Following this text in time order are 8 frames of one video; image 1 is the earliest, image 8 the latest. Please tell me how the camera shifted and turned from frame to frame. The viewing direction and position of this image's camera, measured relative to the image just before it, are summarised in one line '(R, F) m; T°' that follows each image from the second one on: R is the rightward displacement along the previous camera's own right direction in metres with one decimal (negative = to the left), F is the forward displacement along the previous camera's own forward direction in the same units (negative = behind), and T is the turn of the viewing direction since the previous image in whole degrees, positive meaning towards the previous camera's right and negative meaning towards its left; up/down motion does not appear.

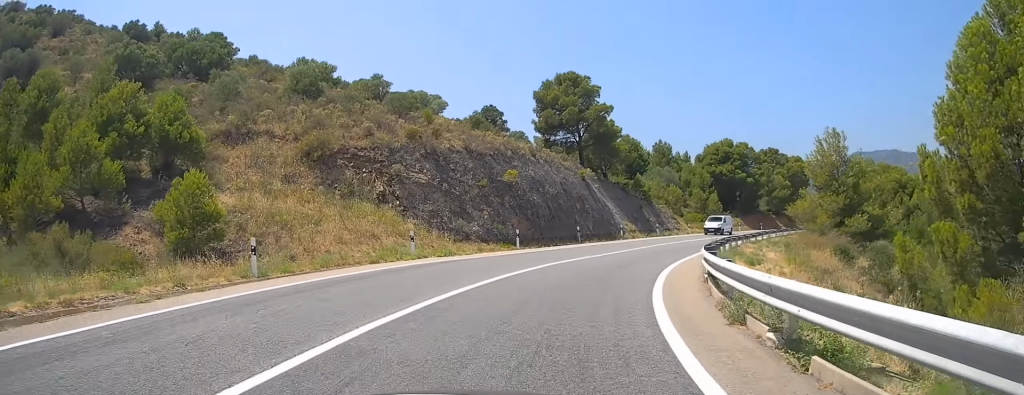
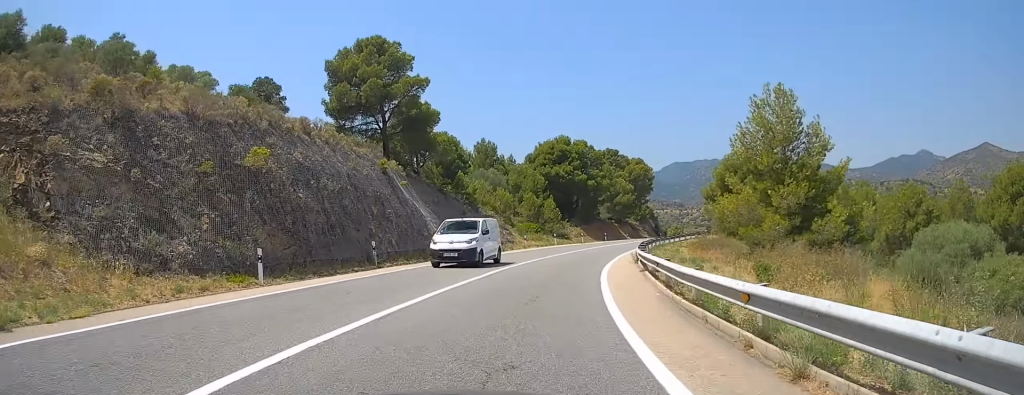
(+2.5, +15.6) m; +14°
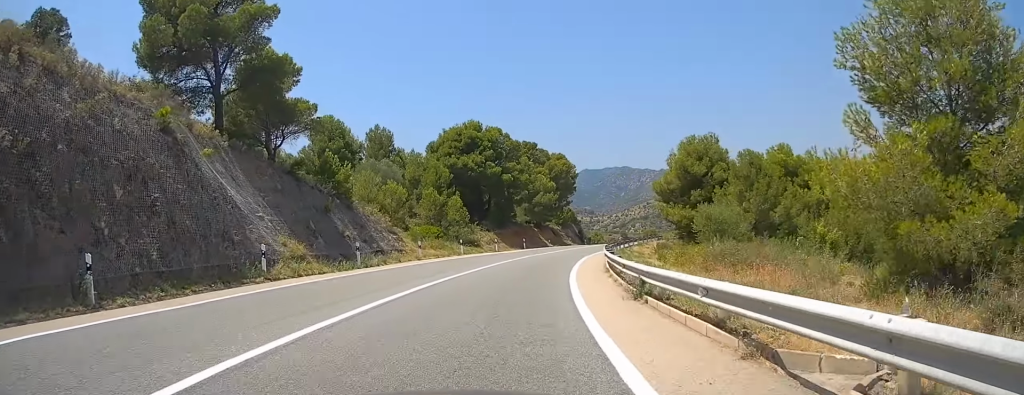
(+0.9, +15.6) m; +8°
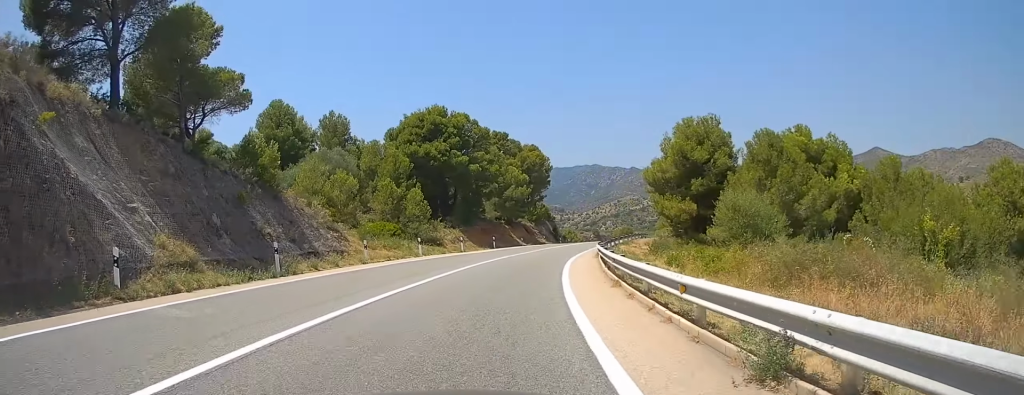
(+0.4, +7.5) m; +3°
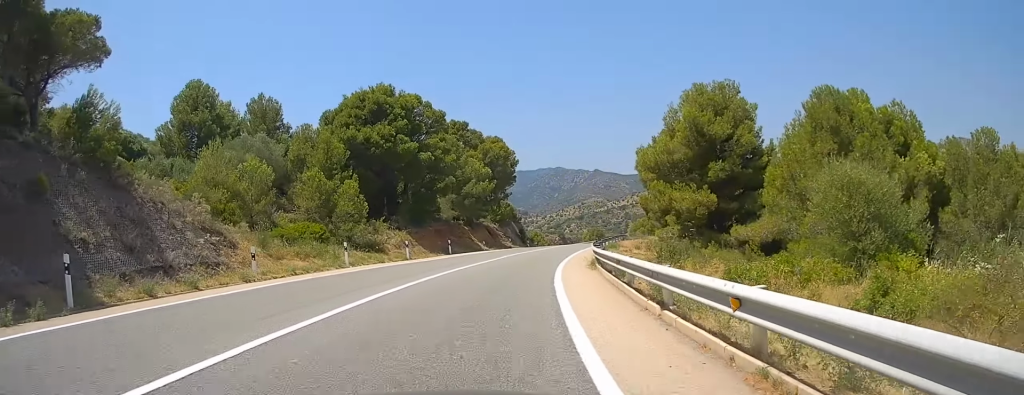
(+0.5, +10.5) m; +4°
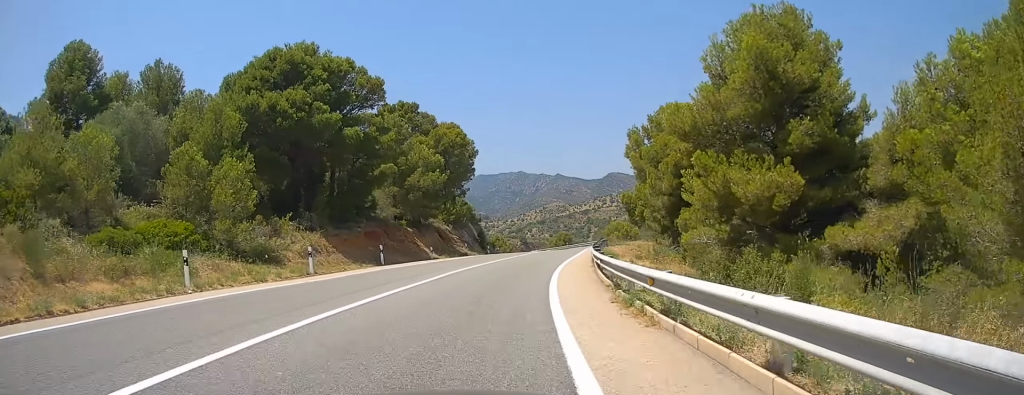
(0.0, +12.7) m; +3°
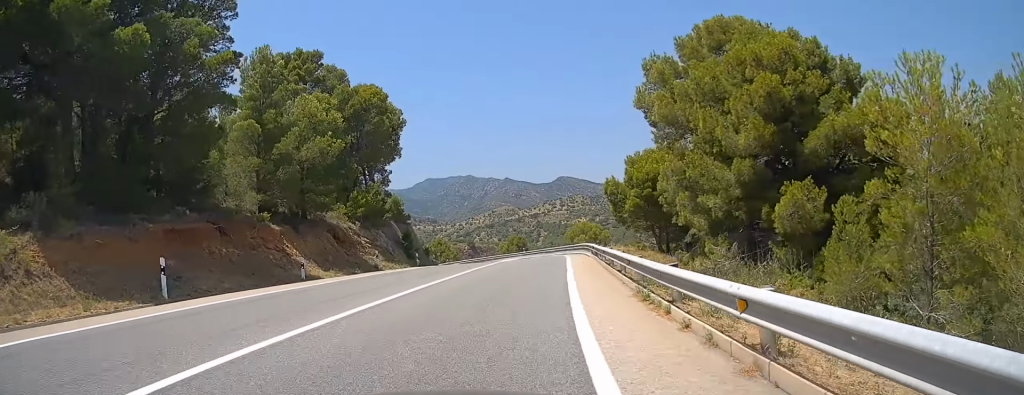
(+1.2, +19.3) m; +5°
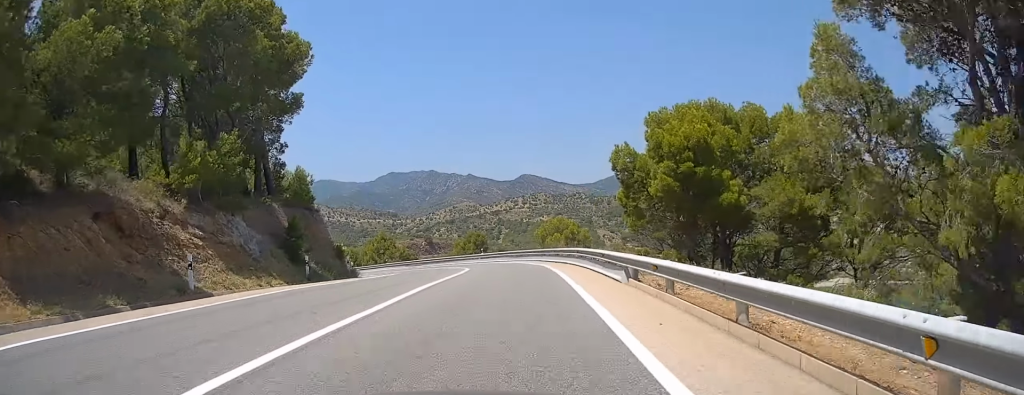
(+0.4, +18.1) m; +2°
